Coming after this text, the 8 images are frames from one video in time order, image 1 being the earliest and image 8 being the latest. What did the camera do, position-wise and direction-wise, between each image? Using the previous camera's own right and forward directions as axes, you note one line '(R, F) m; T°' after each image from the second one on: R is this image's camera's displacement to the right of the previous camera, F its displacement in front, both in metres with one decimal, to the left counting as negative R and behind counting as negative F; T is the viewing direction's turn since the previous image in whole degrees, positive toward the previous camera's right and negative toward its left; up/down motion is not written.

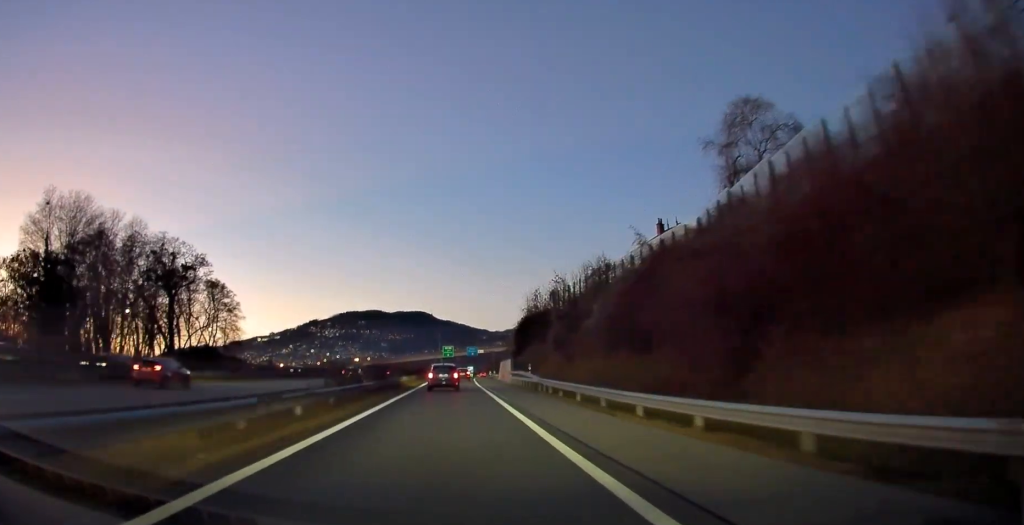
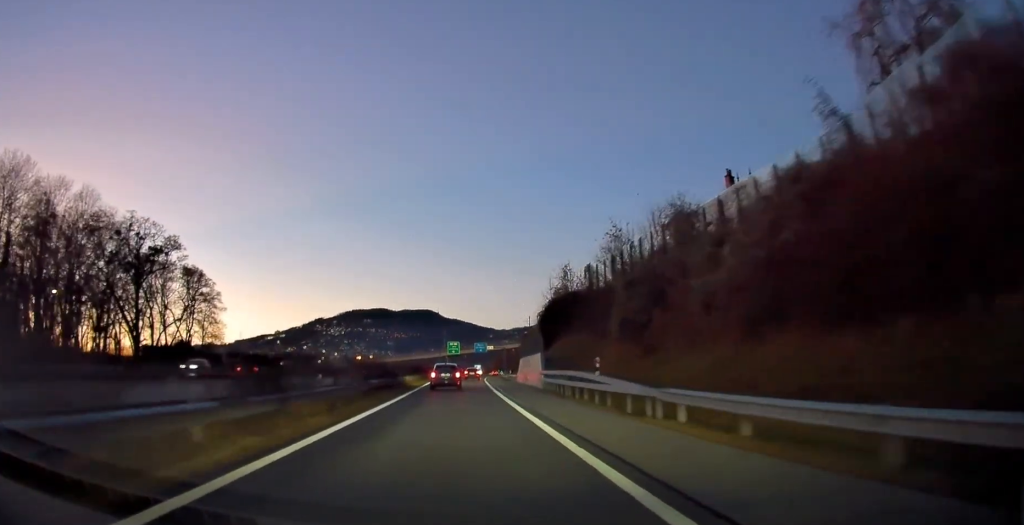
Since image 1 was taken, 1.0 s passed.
(-0.3, +17.7) m; -2°
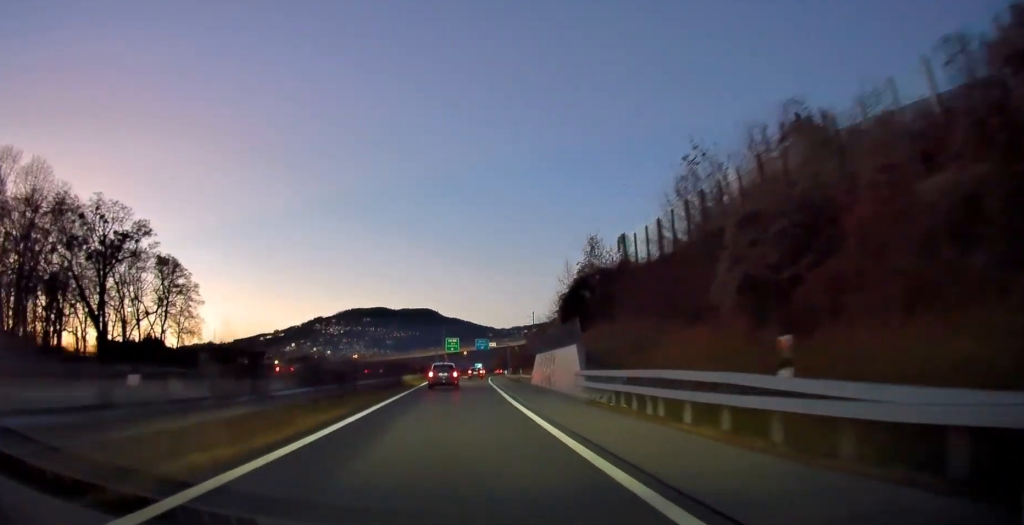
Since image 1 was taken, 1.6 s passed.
(-0.1, +12.3) m; -1°
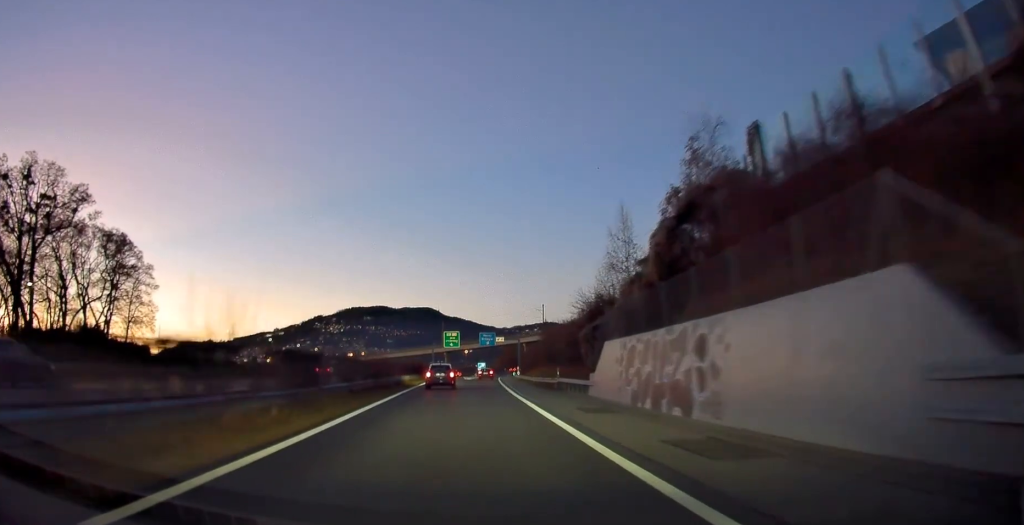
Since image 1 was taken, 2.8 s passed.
(-0.1, +22.3) m; 0°
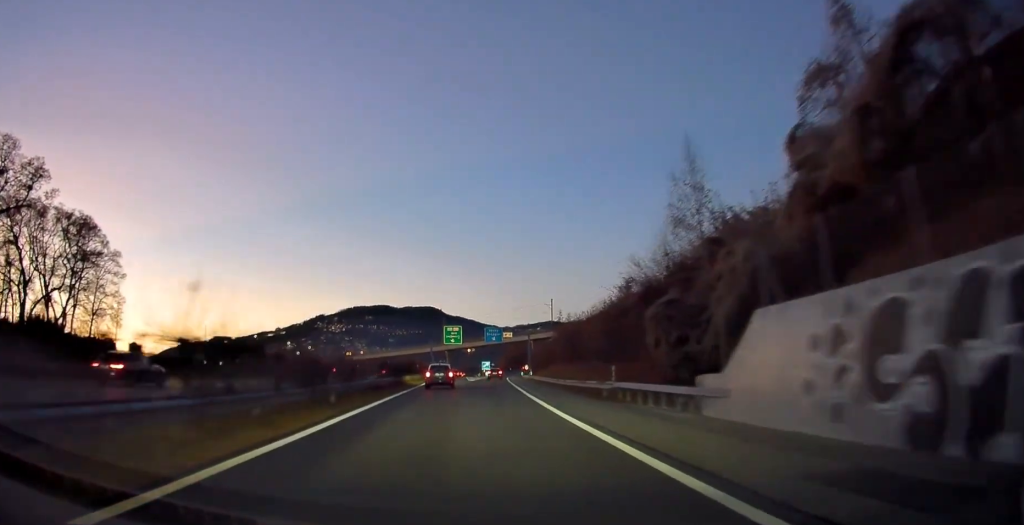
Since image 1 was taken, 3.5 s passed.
(+0.1, +12.5) m; 0°
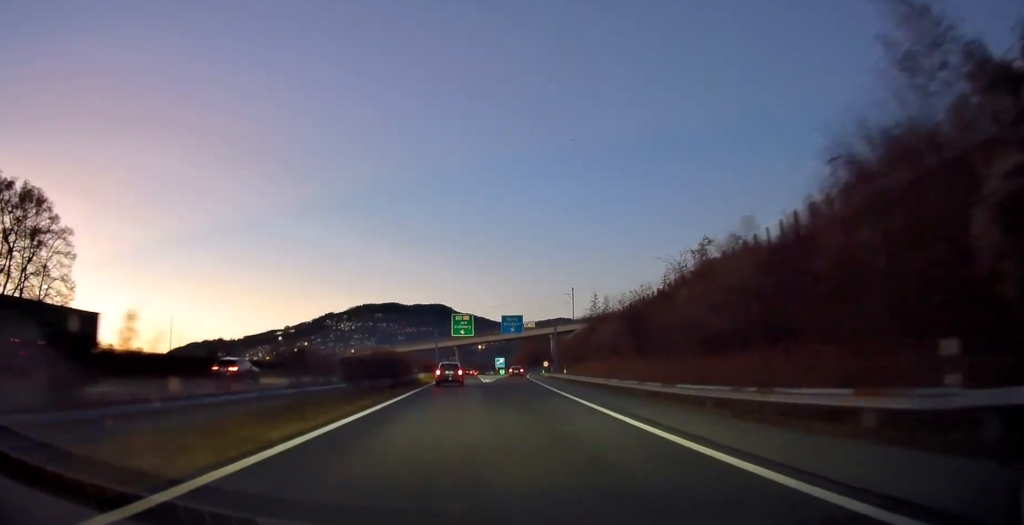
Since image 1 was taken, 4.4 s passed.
(+0.1, +17.6) m; 0°
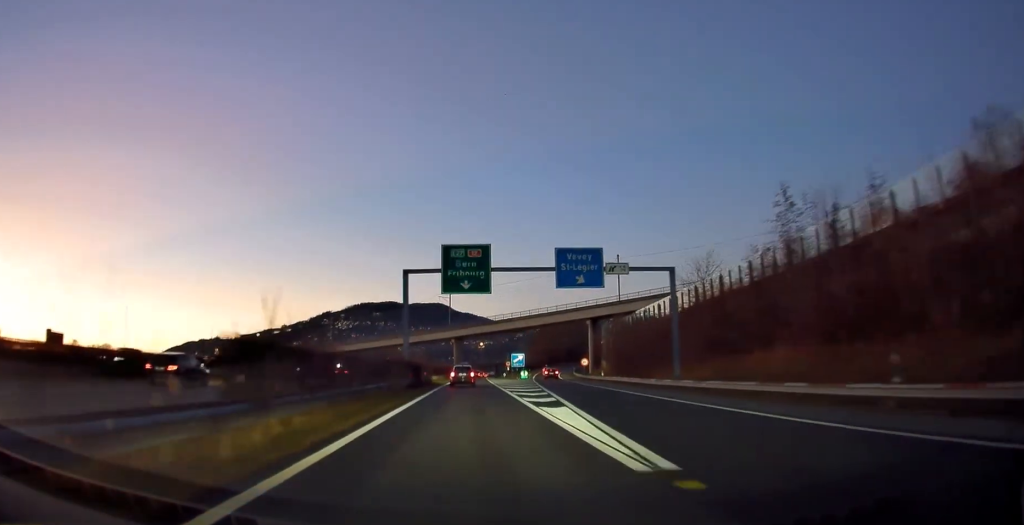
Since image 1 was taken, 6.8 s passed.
(-0.3, +44.6) m; 0°
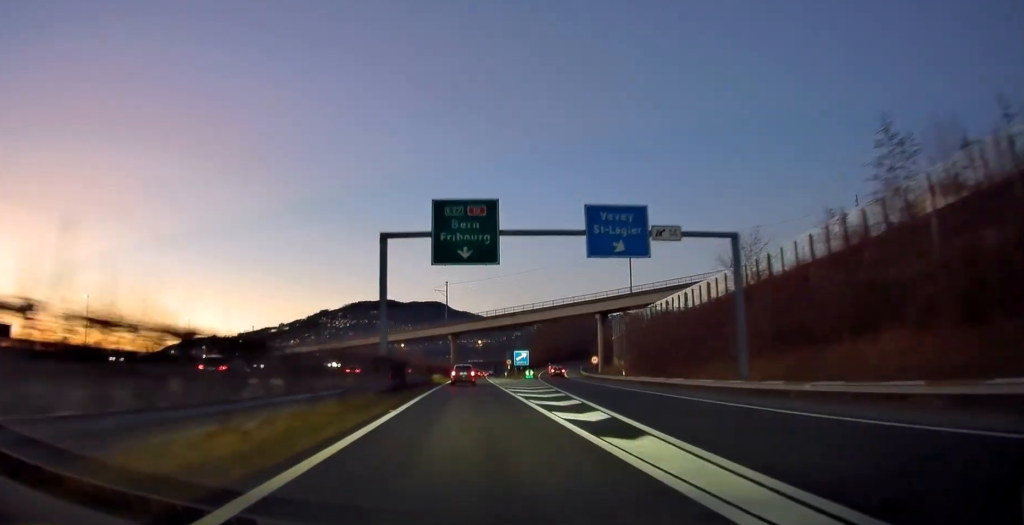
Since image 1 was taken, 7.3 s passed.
(+0.1, +9.5) m; 0°
